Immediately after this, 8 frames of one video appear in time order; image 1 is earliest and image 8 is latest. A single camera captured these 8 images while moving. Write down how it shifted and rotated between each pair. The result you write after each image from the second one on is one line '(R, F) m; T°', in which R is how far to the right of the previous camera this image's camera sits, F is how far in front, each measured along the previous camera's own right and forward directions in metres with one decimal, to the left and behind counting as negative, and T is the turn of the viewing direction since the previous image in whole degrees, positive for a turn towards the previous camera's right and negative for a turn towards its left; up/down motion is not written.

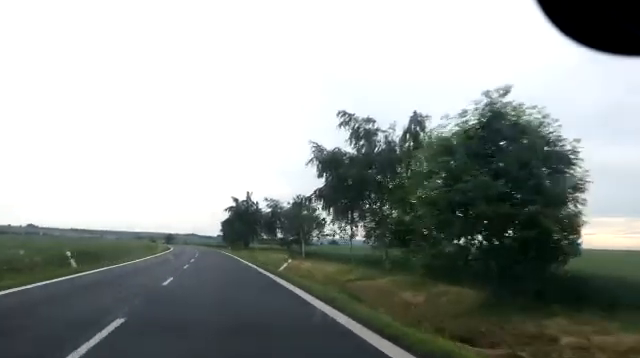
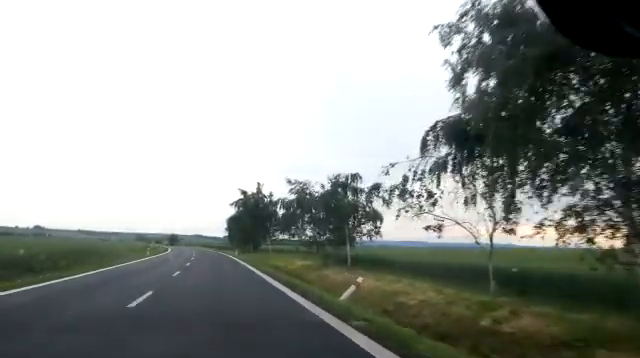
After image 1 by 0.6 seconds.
(+0.1, +13.0) m; -1°
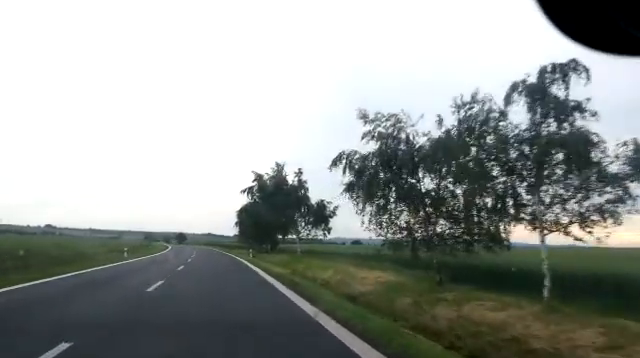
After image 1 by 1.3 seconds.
(-0.3, +15.2) m; -2°
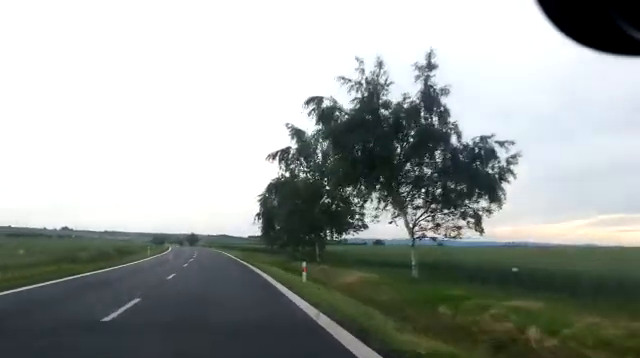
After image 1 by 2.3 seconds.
(-0.4, +21.9) m; -1°
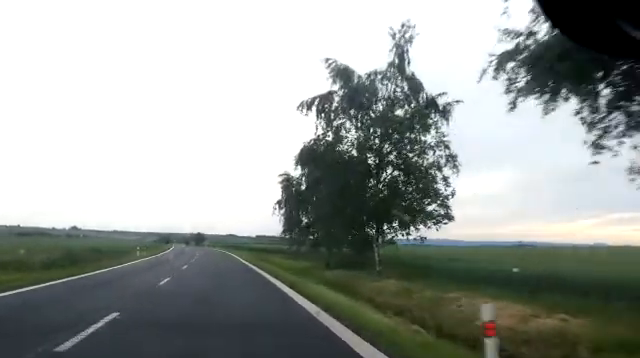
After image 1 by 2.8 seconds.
(0.0, +11.1) m; -1°
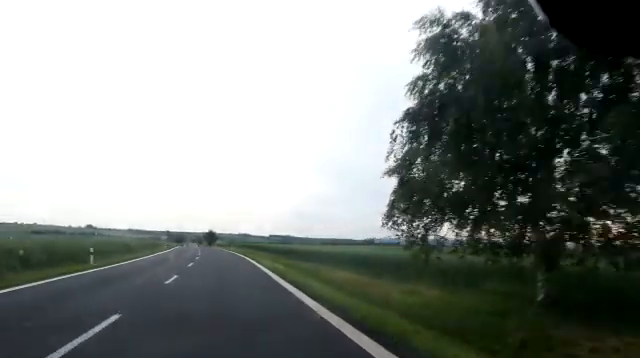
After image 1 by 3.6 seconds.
(+0.2, +18.6) m; -2°
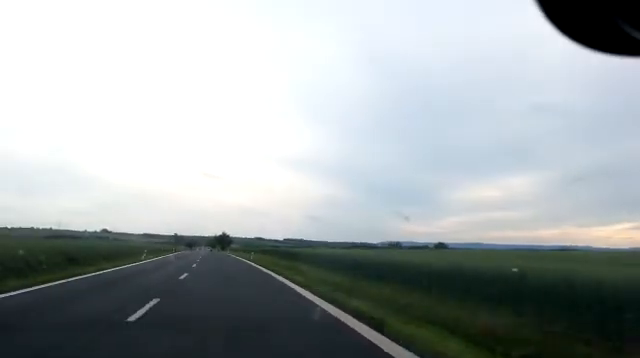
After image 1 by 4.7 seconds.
(-1.0, +24.7) m; -2°
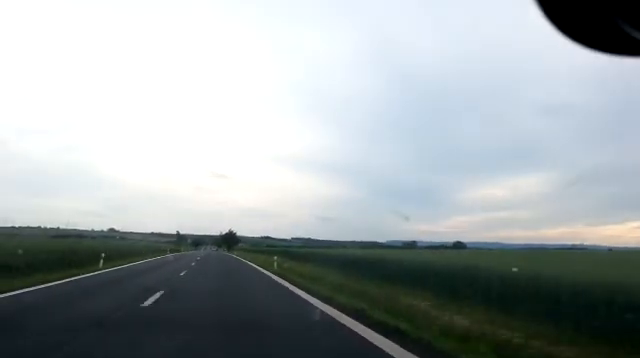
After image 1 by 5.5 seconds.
(+0.1, +16.4) m; 0°
